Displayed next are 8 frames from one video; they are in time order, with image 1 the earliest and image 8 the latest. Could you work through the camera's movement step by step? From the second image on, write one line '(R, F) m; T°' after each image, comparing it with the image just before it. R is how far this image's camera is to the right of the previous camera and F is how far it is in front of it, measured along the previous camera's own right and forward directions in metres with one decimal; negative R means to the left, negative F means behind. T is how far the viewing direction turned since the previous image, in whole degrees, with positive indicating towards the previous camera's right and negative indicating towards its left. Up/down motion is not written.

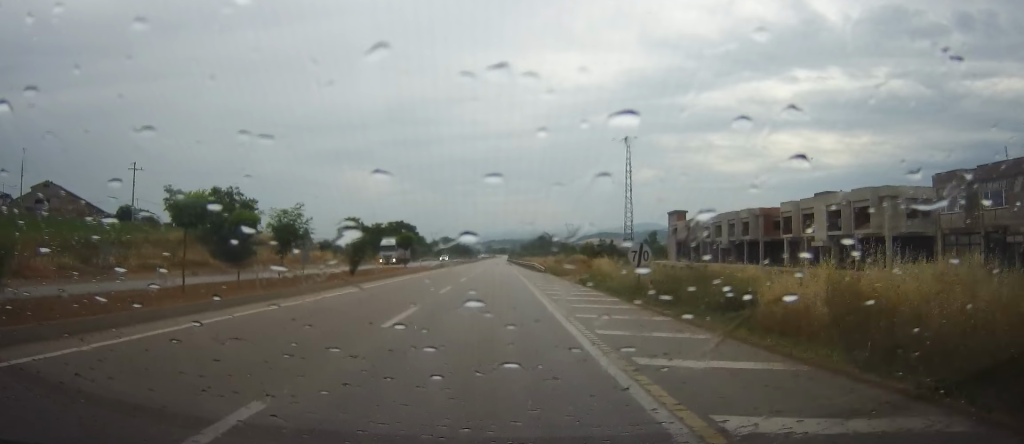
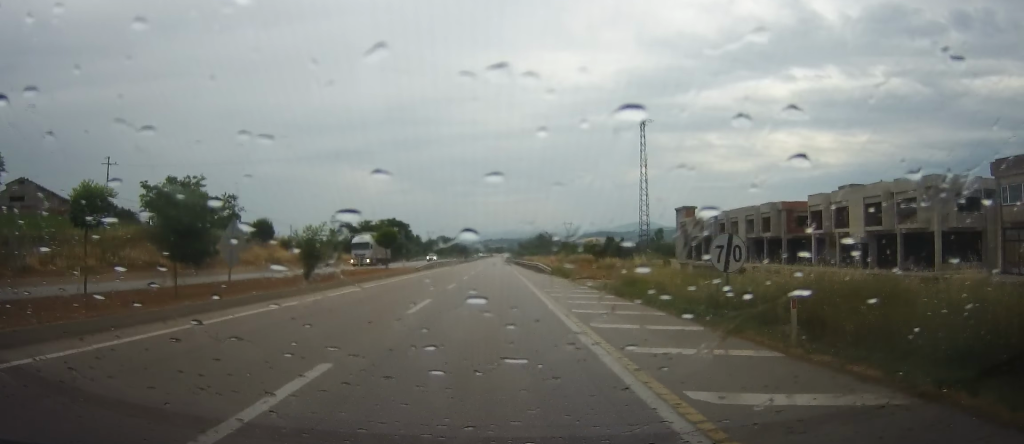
(0.0, +9.2) m; +1°
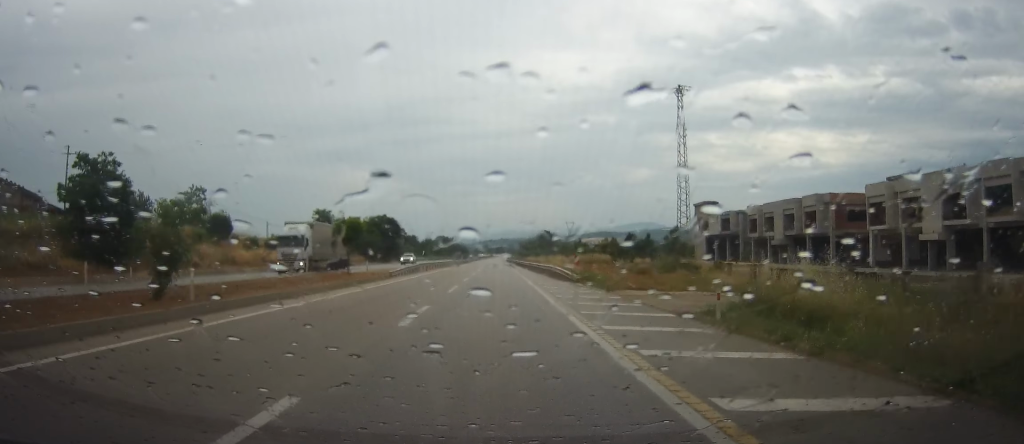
(+0.1, +14.3) m; +1°
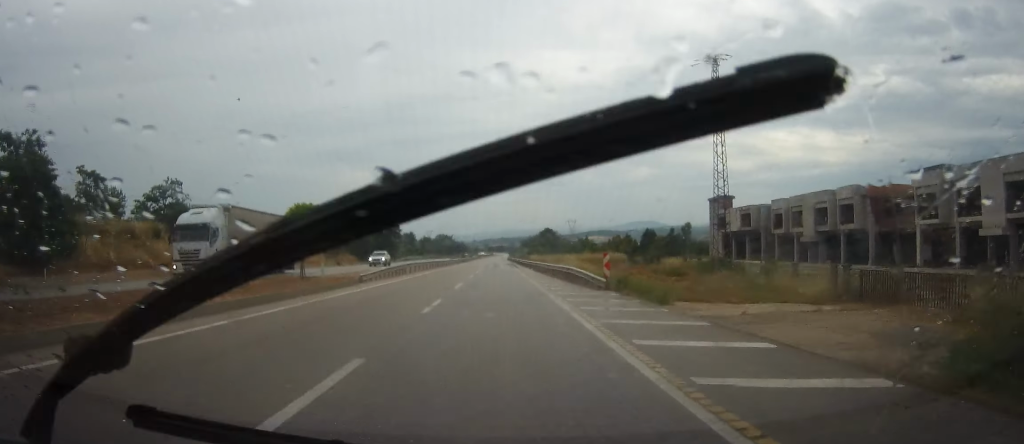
(+0.3, +9.8) m; 0°
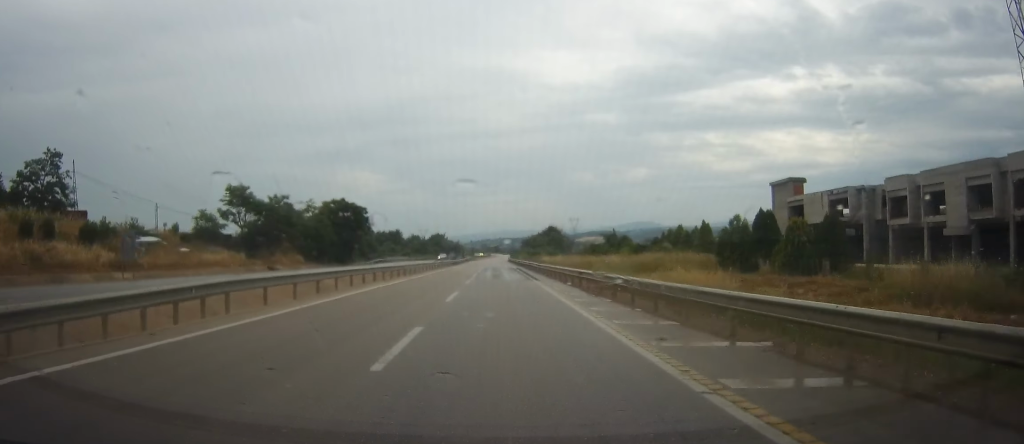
(-0.5, +31.4) m; -1°
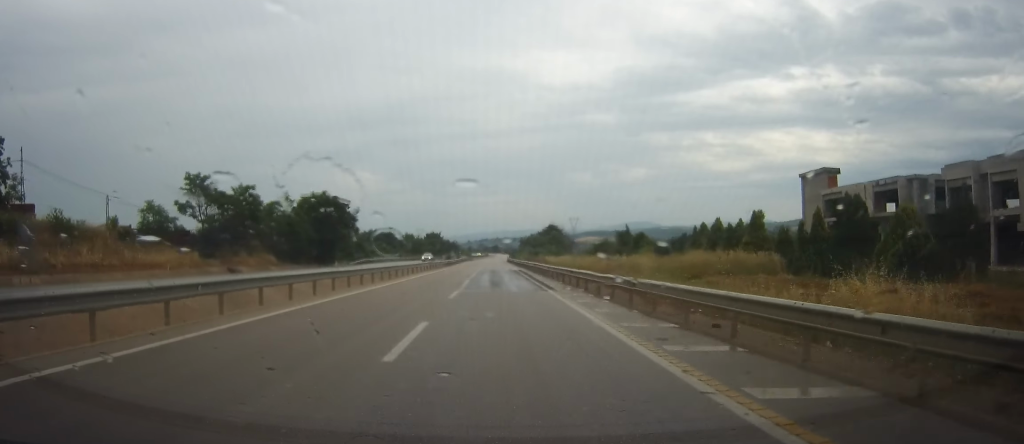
(0.0, +10.9) m; 0°
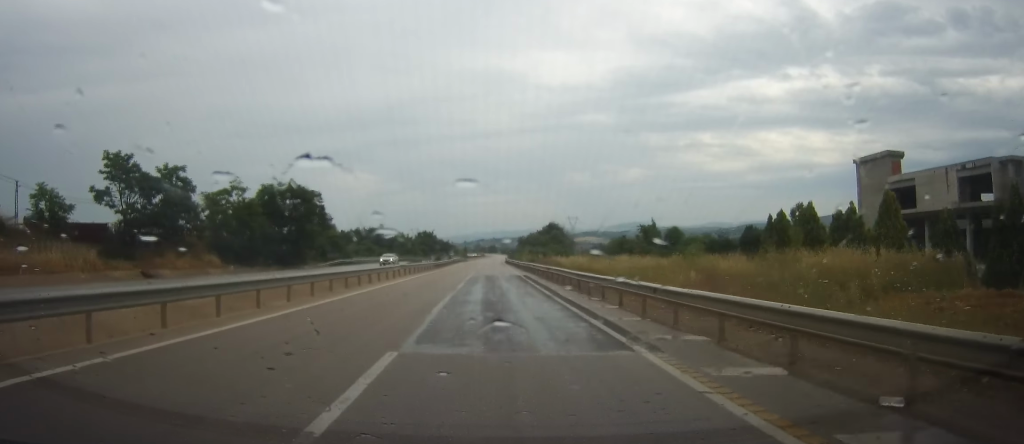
(0.0, +15.6) m; 0°
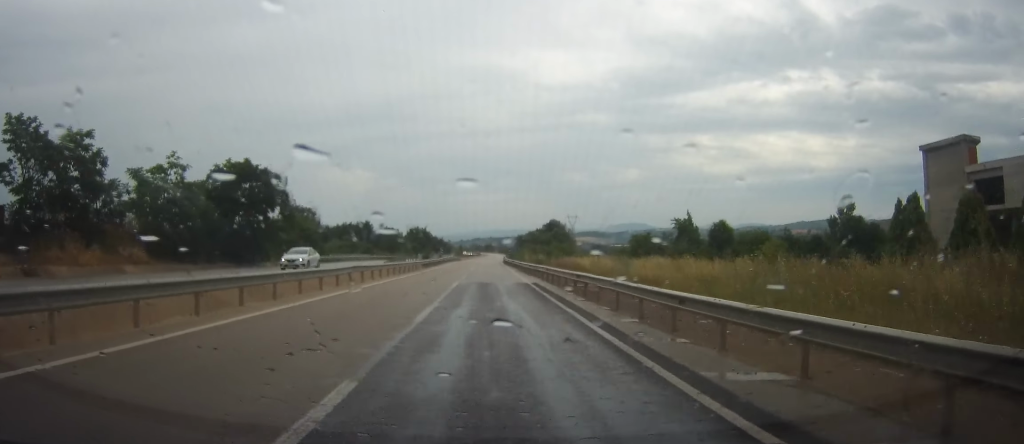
(0.0, +14.4) m; +1°
